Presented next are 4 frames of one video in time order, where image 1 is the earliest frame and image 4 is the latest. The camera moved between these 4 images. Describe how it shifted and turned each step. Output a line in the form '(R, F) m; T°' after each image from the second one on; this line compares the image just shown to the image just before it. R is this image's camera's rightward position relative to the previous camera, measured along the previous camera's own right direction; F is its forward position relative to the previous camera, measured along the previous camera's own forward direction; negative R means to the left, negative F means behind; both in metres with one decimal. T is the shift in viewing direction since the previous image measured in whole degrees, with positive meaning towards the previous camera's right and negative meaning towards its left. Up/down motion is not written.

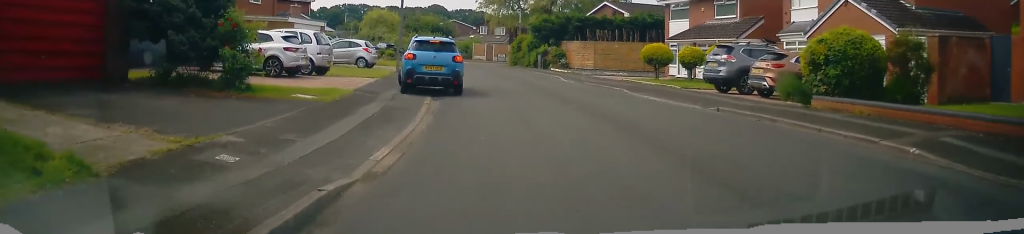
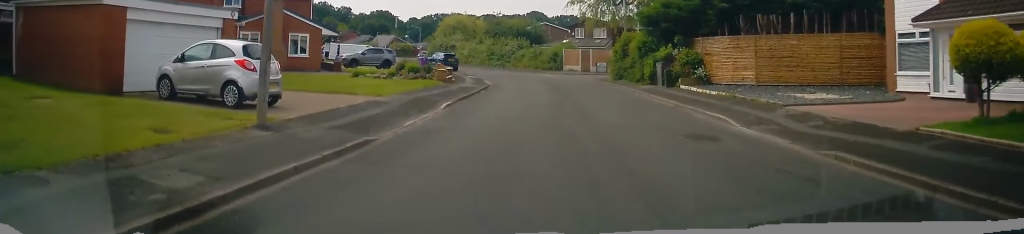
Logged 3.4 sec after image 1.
(-1.4, +19.4) m; -11°
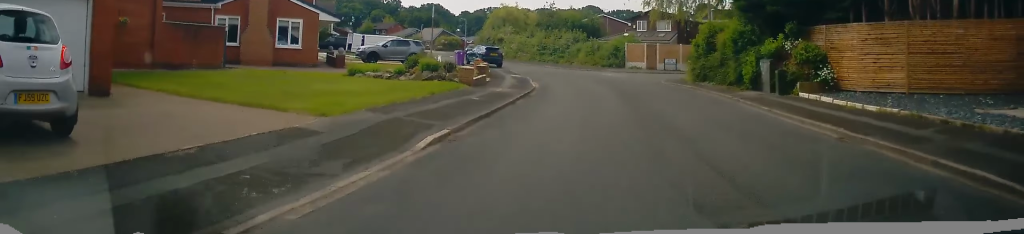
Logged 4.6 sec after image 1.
(-0.1, +8.3) m; -3°
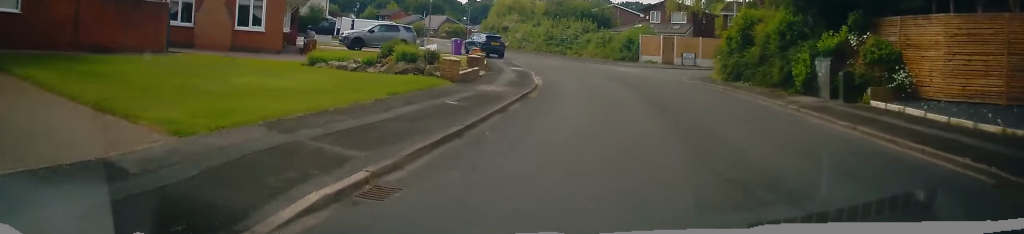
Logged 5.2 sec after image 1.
(-0.1, +4.4) m; -1°
